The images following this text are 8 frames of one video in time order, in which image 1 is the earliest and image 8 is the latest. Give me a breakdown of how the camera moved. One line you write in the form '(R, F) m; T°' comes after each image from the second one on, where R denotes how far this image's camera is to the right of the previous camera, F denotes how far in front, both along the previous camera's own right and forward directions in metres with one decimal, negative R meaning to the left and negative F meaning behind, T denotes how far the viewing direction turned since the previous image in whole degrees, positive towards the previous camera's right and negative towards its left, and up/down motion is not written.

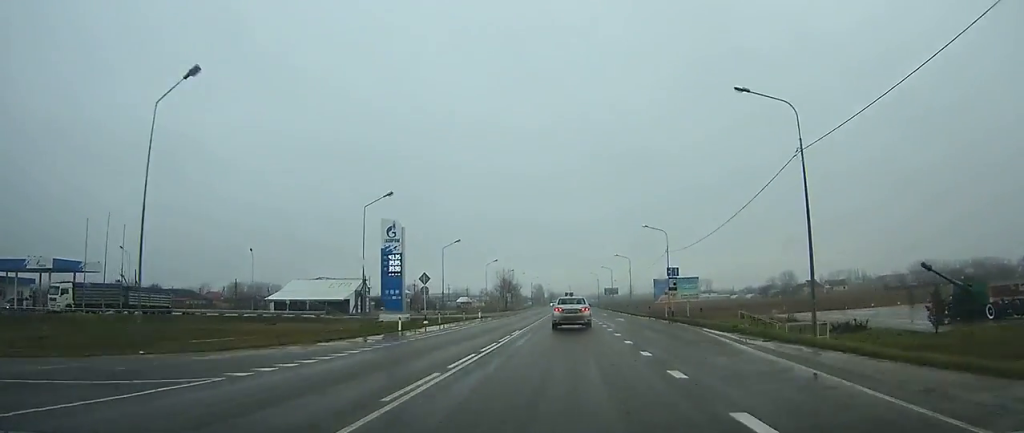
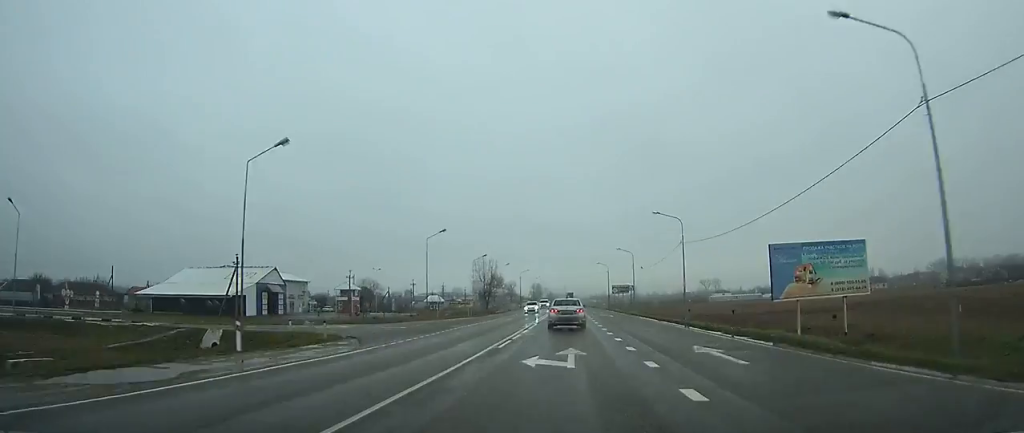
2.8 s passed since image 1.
(+0.1, +46.9) m; 0°
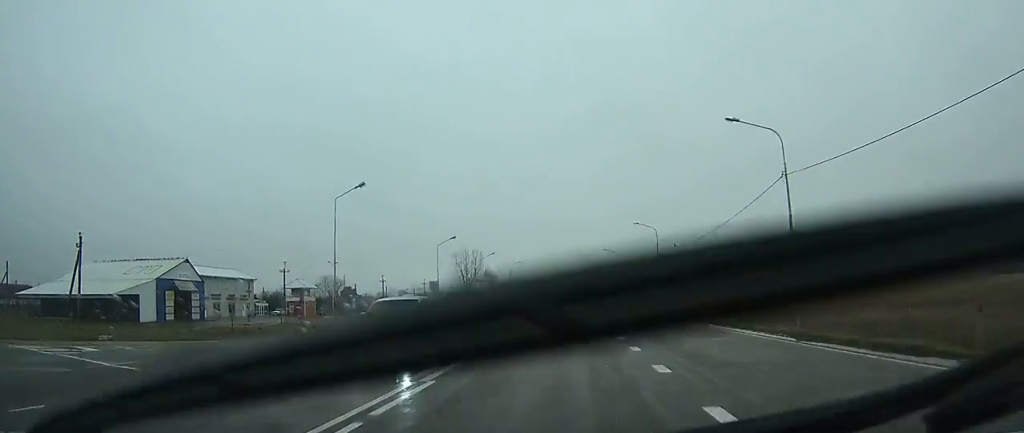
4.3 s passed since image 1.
(0.0, +26.2) m; 0°
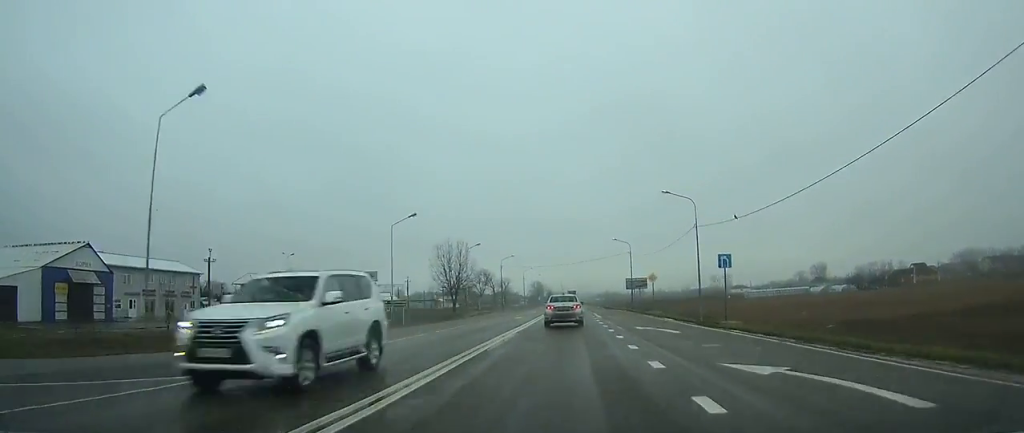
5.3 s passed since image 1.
(0.0, +19.5) m; 0°
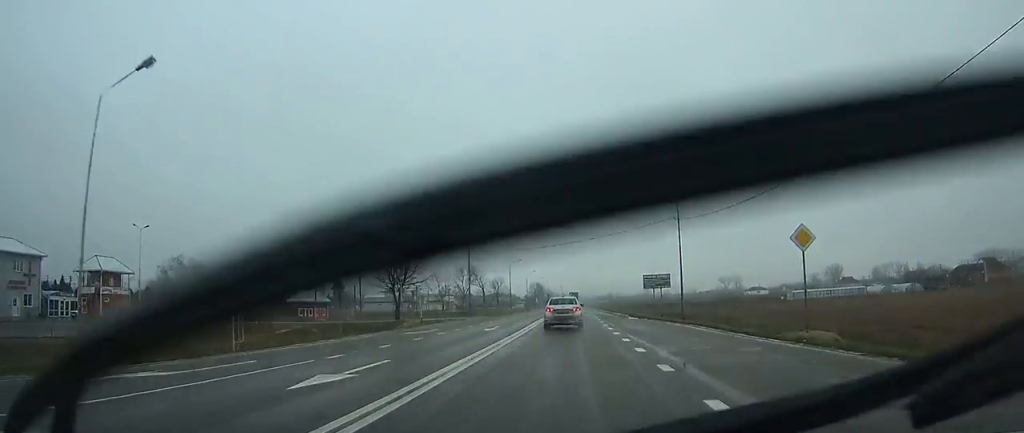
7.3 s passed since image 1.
(-0.1, +37.1) m; 0°
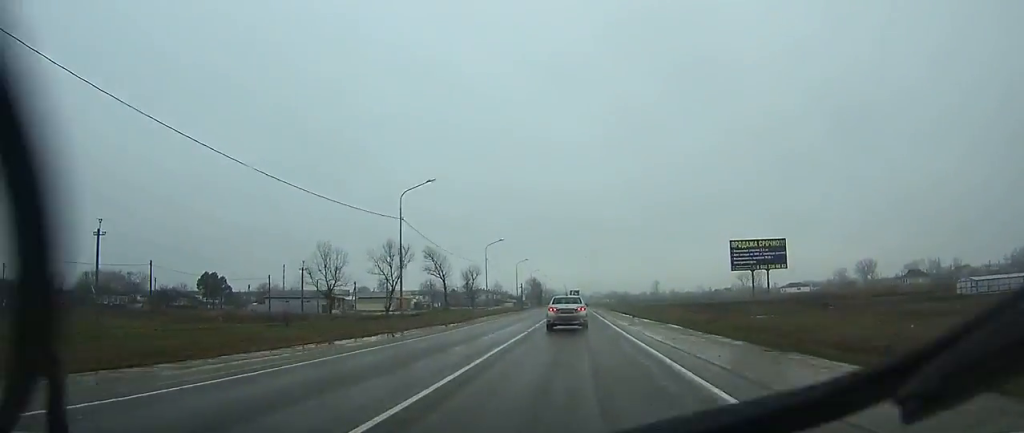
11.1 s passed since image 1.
(0.0, +70.9) m; 0°
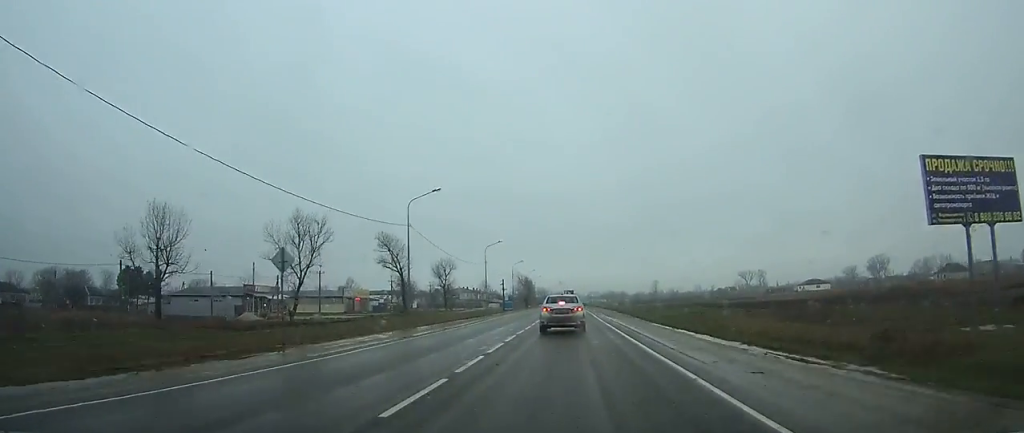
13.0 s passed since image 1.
(0.0, +33.7) m; 0°
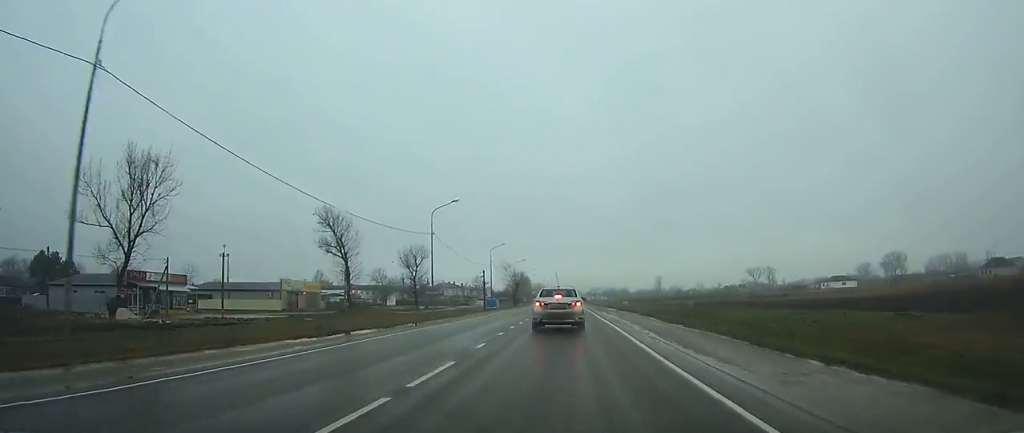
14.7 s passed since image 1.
(-0.1, +28.8) m; 0°
